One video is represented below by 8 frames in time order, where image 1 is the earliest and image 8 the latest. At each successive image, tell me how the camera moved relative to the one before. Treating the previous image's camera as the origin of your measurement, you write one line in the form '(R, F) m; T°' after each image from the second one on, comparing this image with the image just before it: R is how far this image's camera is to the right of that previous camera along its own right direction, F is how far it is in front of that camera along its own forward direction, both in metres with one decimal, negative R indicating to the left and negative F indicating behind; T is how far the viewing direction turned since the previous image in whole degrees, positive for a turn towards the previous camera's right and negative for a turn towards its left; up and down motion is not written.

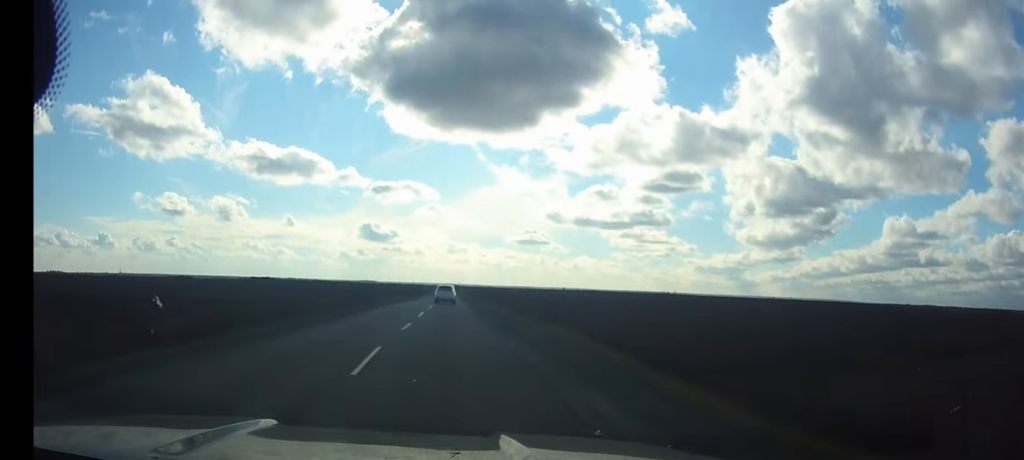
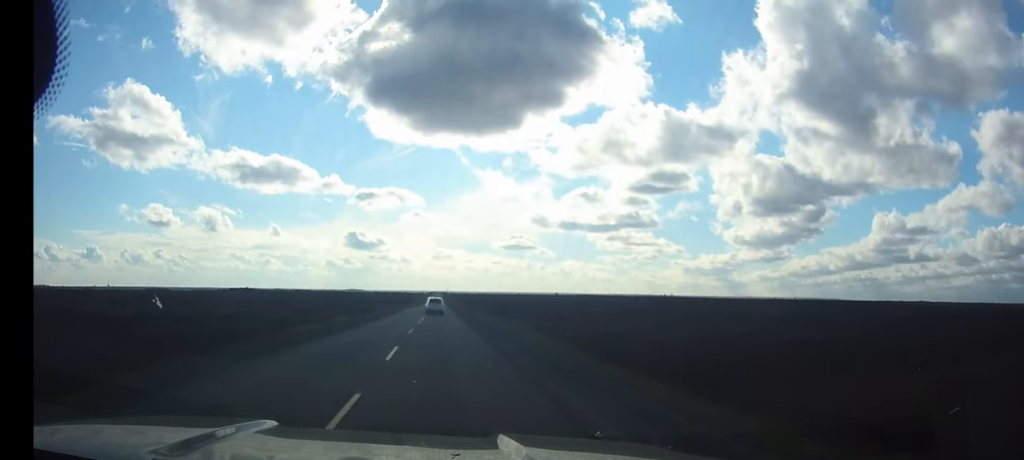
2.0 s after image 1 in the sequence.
(+0.1, +33.0) m; 0°
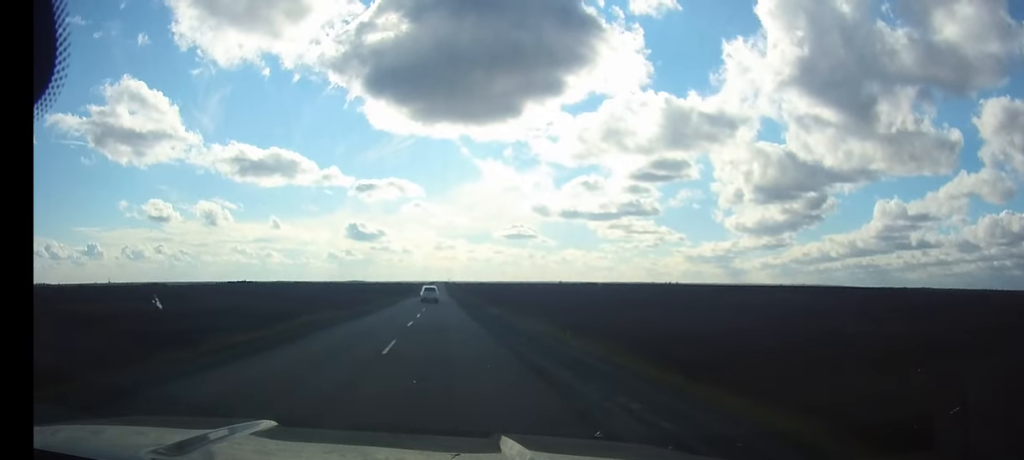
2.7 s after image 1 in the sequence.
(0.0, +12.0) m; 0°
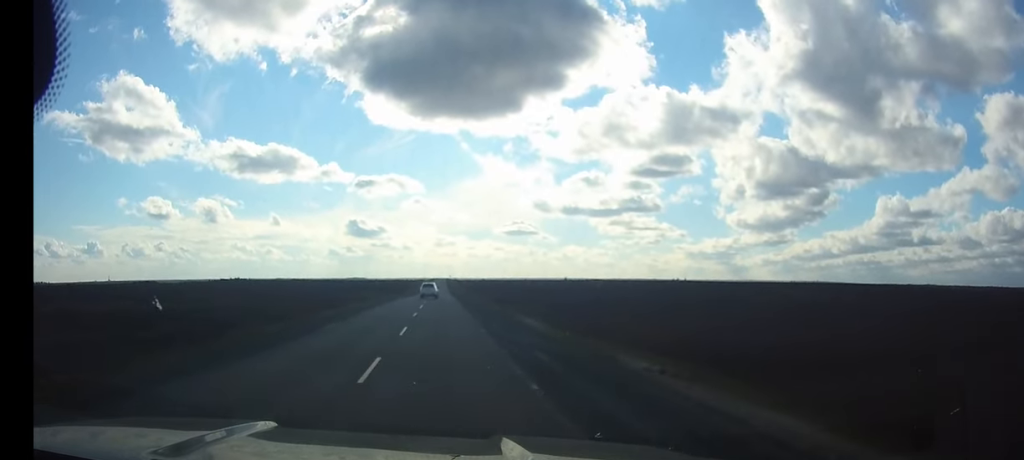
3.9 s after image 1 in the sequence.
(0.0, +22.8) m; 0°
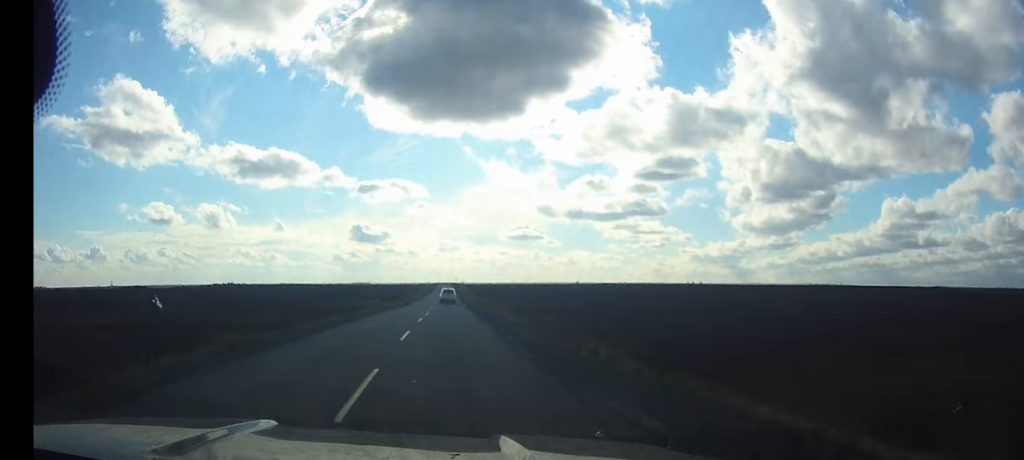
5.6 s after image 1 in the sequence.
(0.0, +32.1) m; 0°
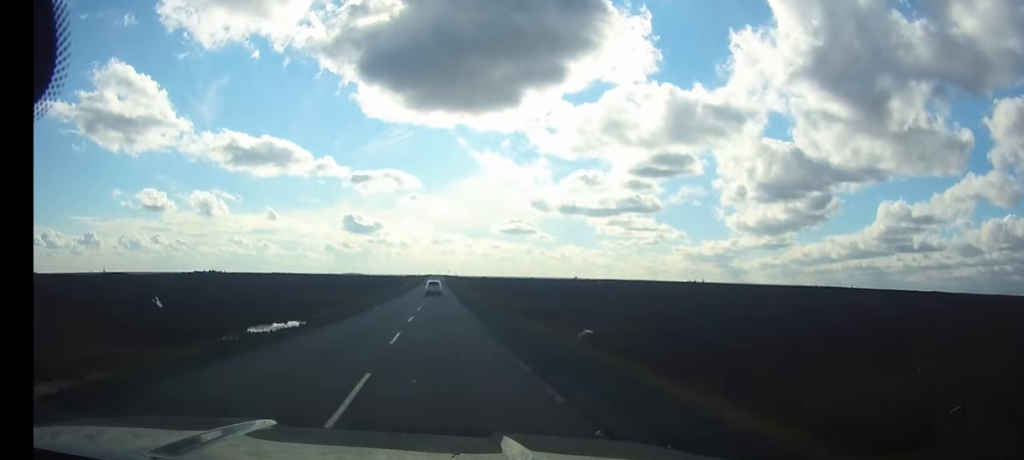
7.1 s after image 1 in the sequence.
(0.0, +28.7) m; 0°
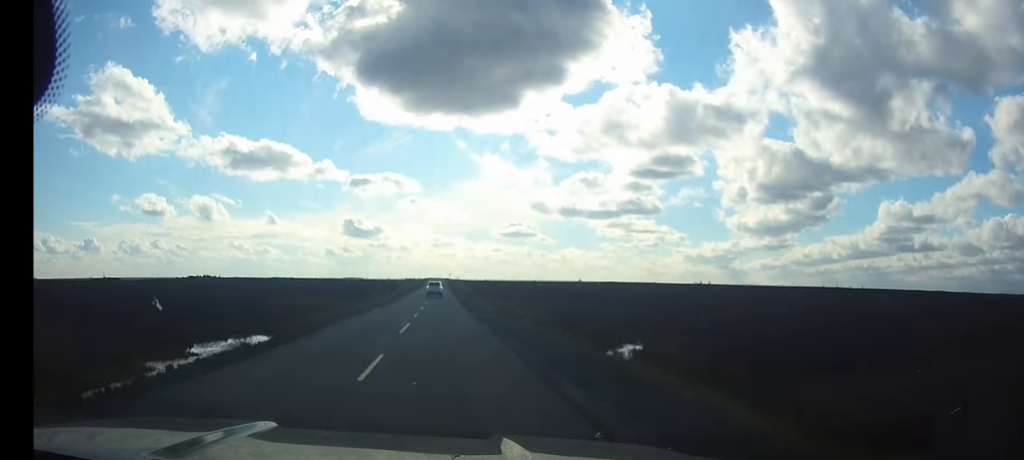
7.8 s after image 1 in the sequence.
(0.0, +13.4) m; 0°
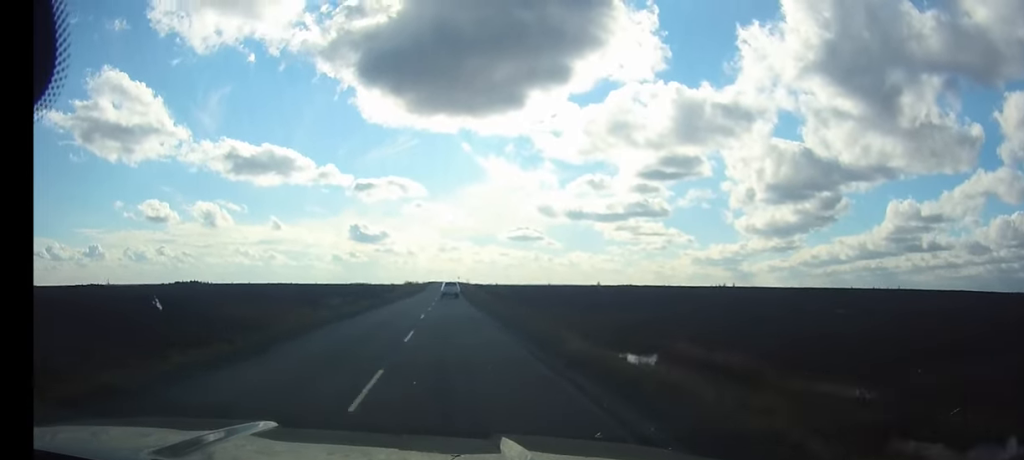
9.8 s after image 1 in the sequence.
(-0.1, +39.7) m; 0°
